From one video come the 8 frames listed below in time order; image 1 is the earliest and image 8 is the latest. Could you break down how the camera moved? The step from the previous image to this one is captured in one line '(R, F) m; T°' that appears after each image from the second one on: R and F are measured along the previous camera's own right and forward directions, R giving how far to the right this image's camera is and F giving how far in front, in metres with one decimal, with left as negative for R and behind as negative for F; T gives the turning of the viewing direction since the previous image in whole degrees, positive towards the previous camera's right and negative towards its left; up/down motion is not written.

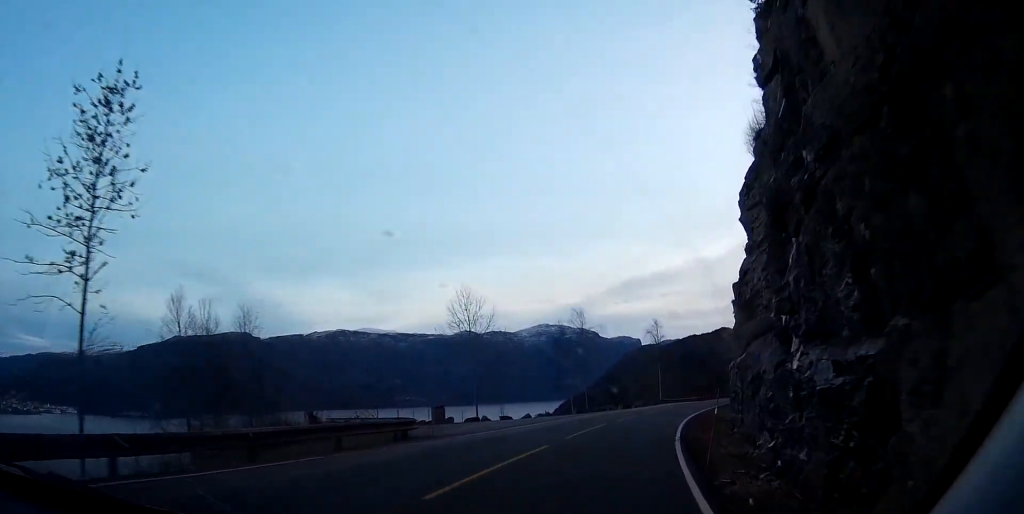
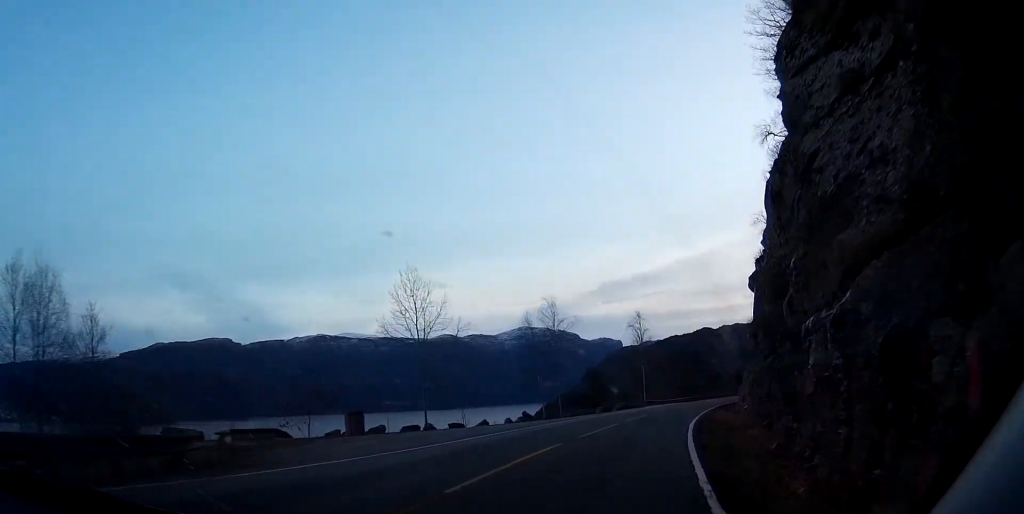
(0.0, +11.8) m; 0°
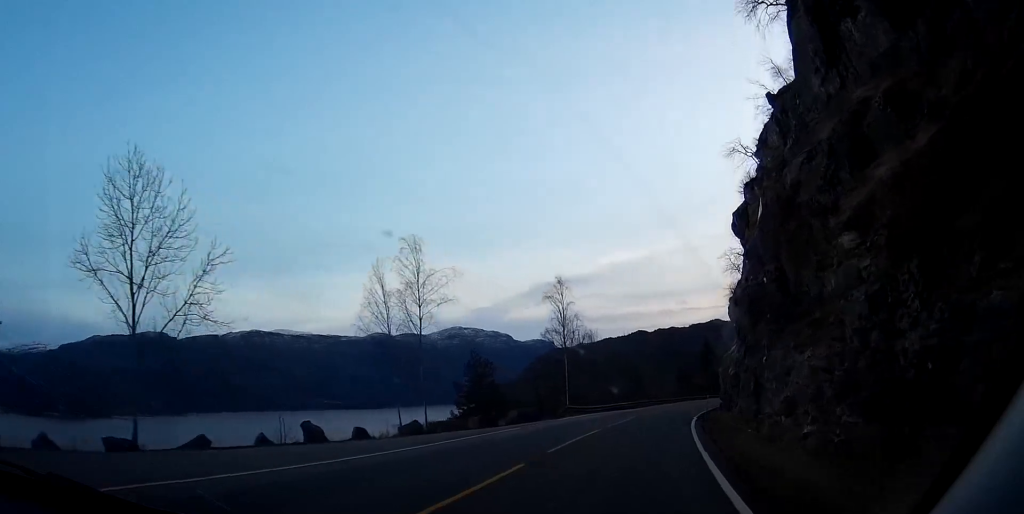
(+0.7, +30.5) m; +2°
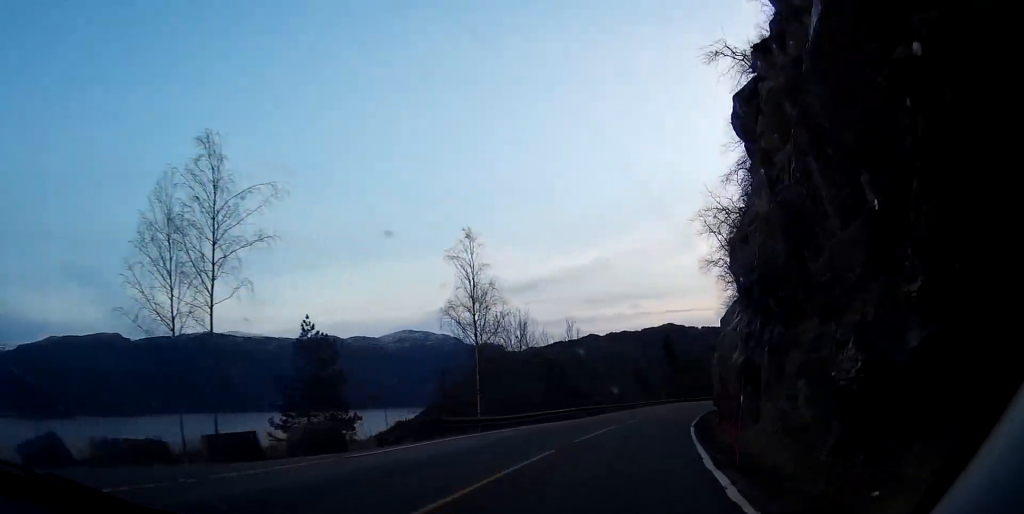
(-0.1, +21.1) m; +2°
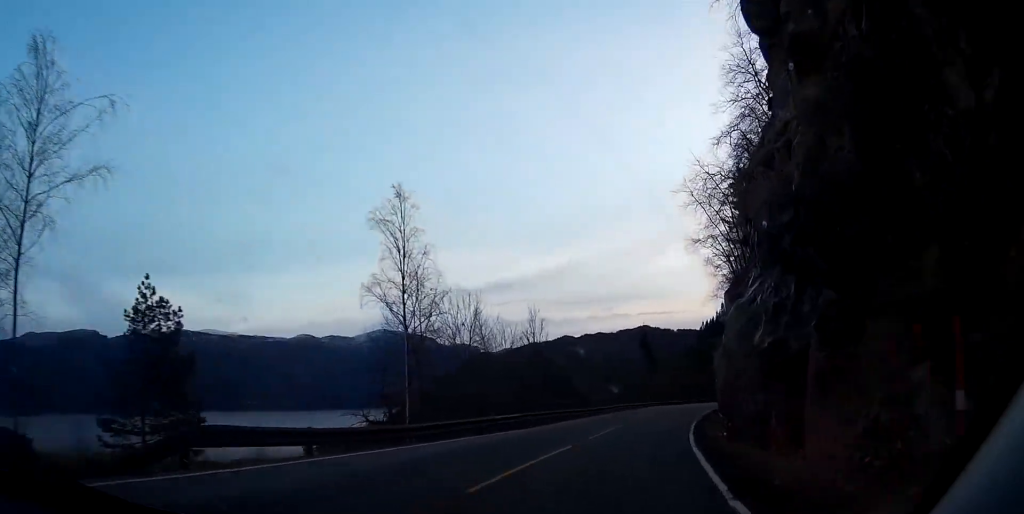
(+0.1, +10.1) m; +2°
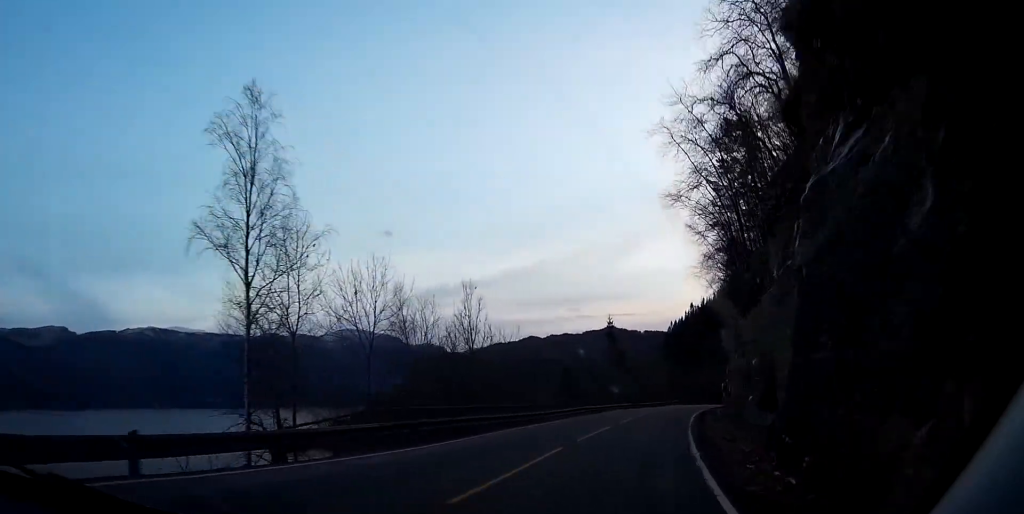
(+0.4, +13.2) m; +3°
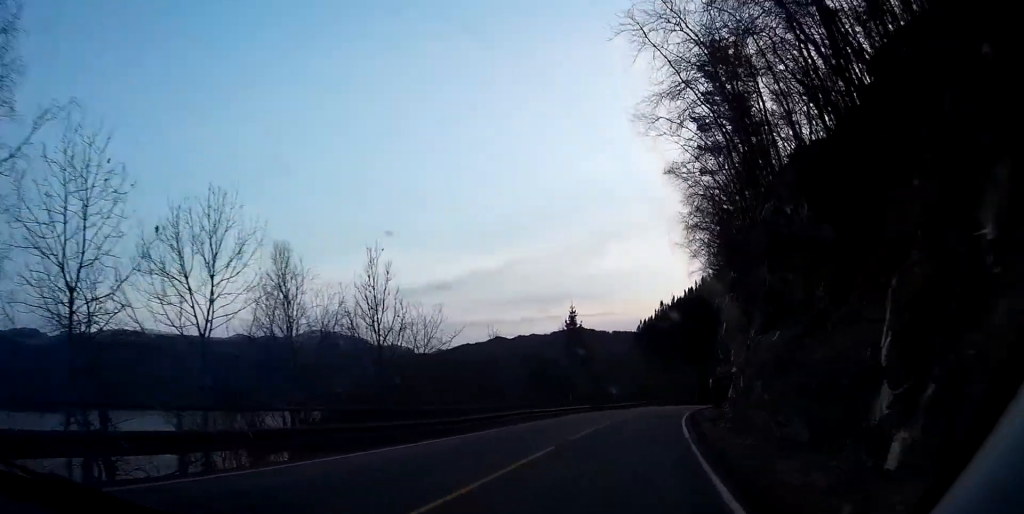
(+0.4, +13.1) m; +3°
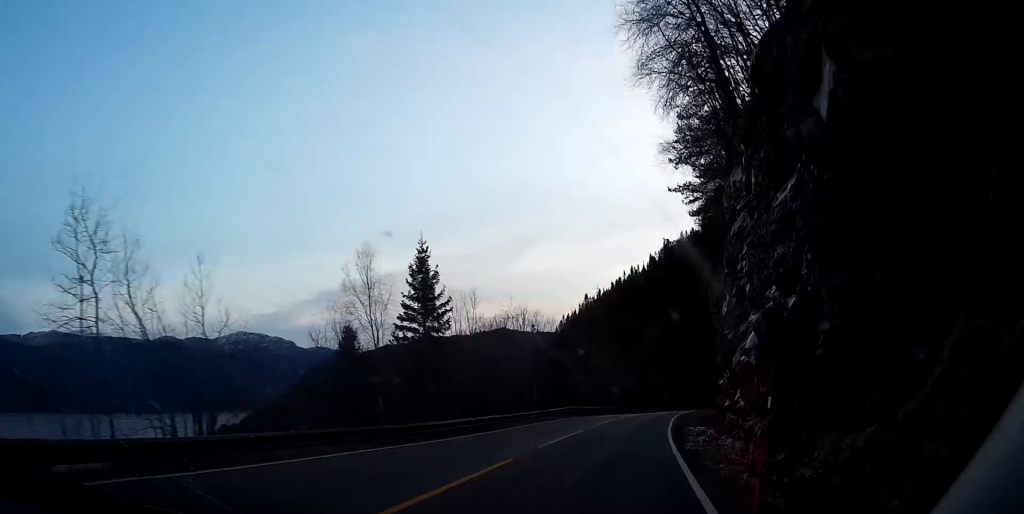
(+2.4, +38.2) m; +5°
